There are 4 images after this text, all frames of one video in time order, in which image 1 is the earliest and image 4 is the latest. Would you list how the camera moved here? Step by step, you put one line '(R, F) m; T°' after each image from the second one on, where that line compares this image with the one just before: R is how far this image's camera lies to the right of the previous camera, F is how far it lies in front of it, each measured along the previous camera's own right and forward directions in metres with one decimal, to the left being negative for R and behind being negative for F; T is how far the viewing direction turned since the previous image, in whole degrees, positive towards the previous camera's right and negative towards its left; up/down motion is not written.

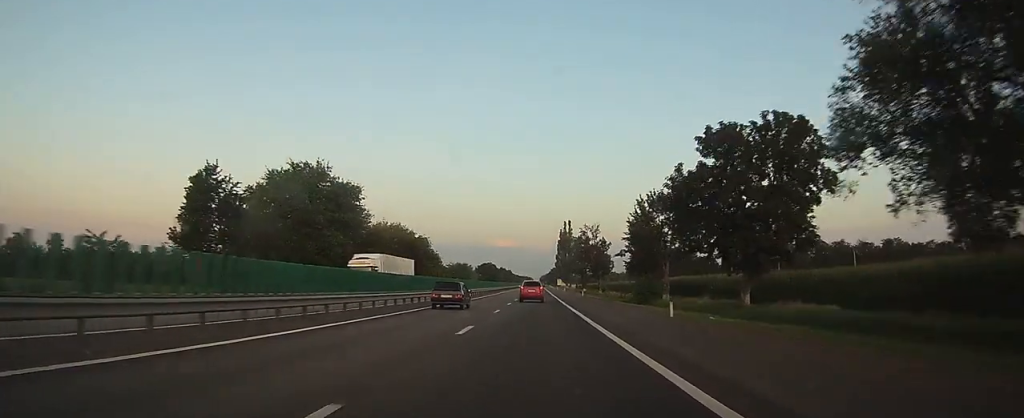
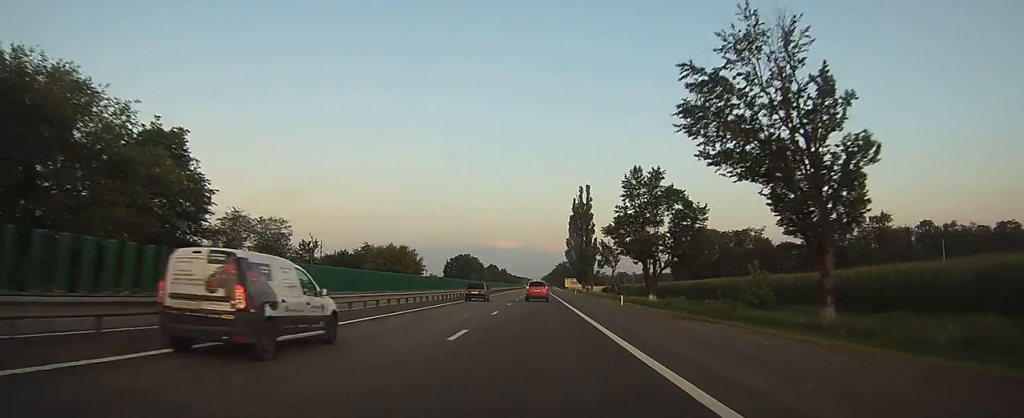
(+0.4, +85.6) m; 0°
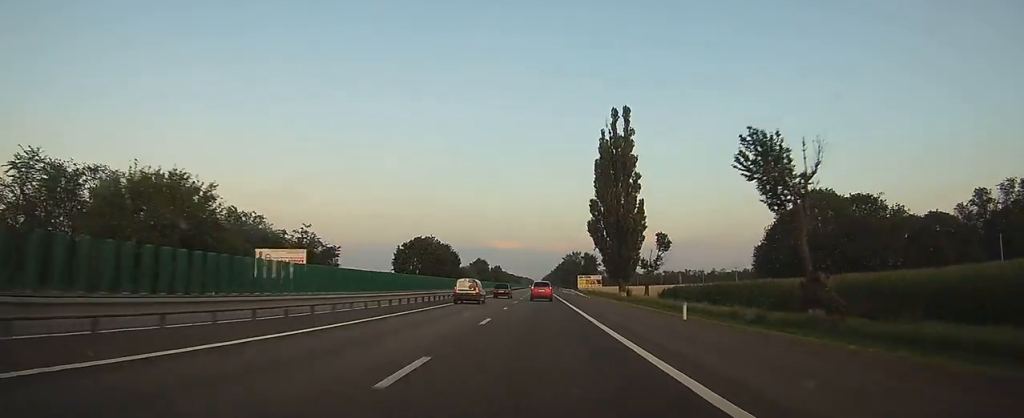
(-0.1, +66.0) m; -1°
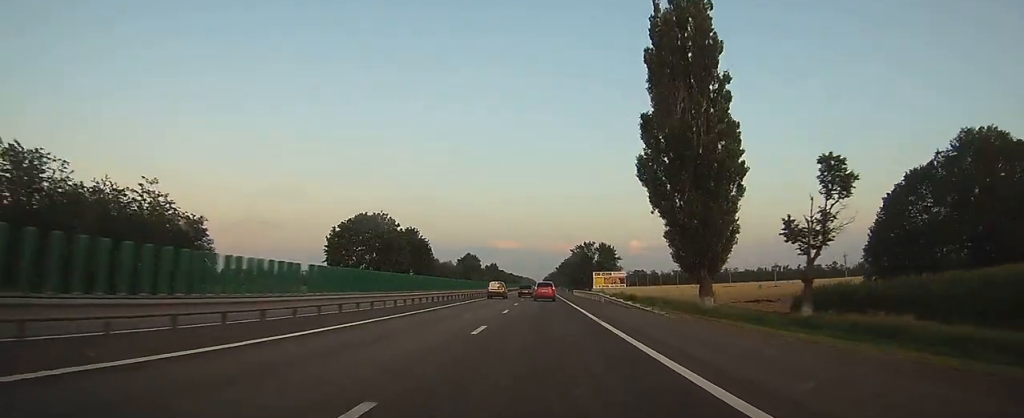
(-0.2, +39.4) m; 0°
